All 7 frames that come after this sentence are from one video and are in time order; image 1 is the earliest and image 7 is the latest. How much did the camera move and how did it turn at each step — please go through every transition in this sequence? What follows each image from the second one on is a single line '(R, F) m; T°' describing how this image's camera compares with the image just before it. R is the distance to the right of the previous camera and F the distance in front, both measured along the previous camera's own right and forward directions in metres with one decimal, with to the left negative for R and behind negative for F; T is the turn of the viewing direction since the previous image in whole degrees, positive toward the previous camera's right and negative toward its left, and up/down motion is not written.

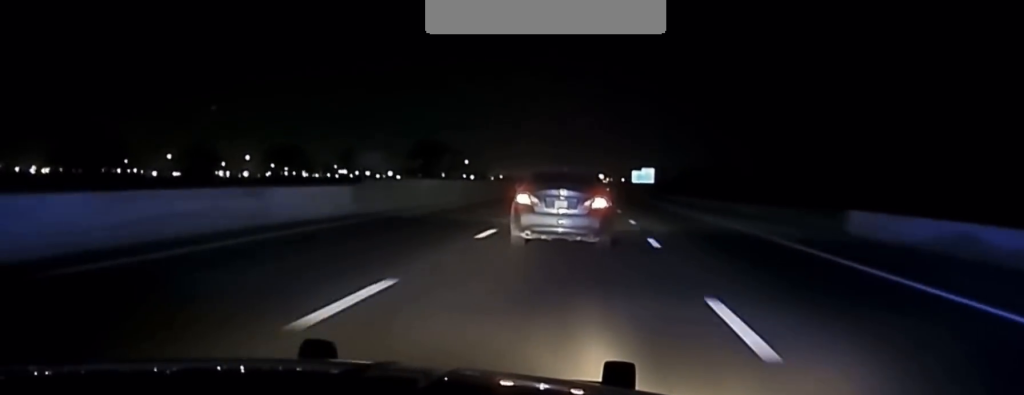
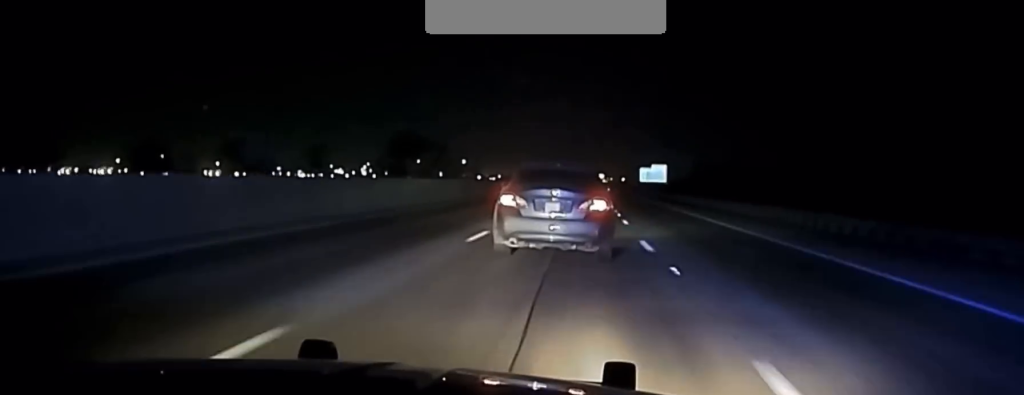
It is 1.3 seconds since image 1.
(+0.2, +42.1) m; 0°
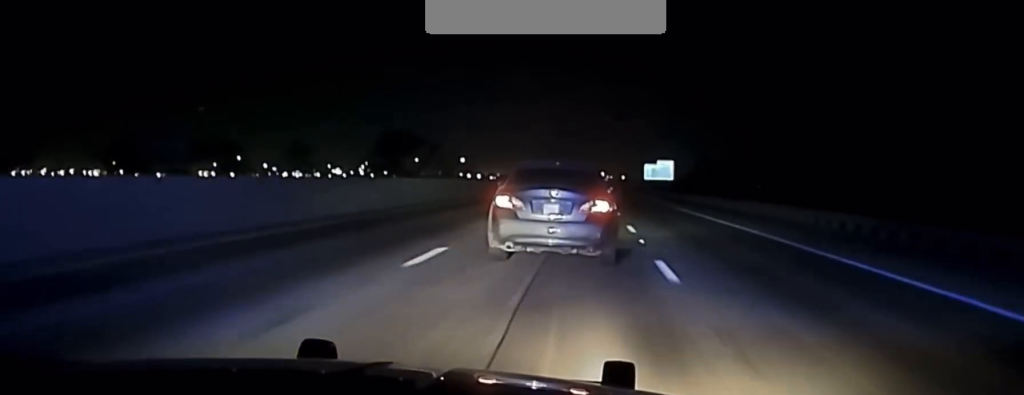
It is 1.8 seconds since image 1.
(-0.1, +20.8) m; 0°
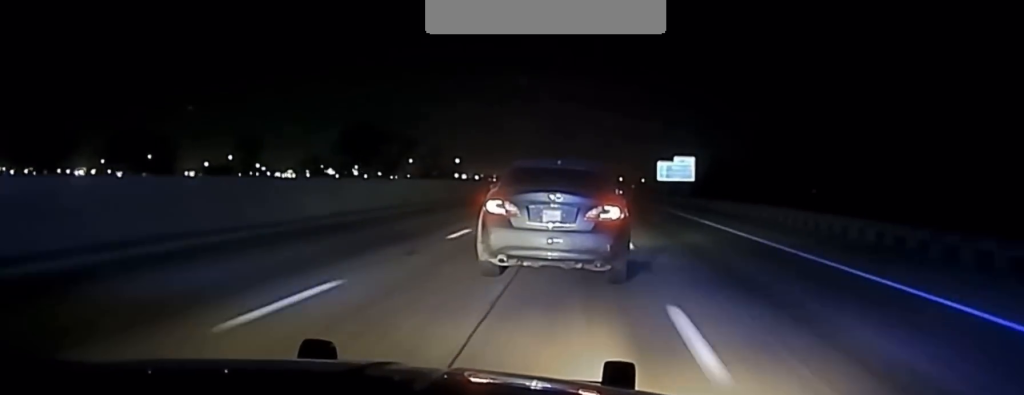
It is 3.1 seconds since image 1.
(+0.1, +44.6) m; +1°
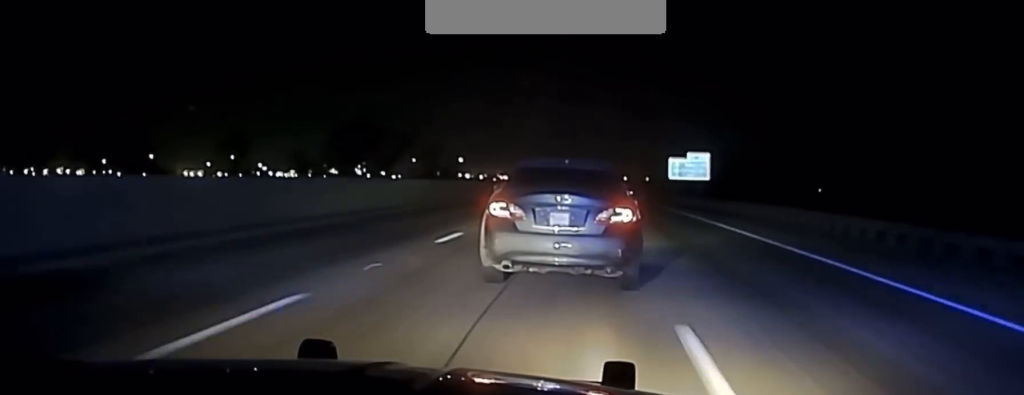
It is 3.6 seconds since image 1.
(+0.2, +14.1) m; 0°
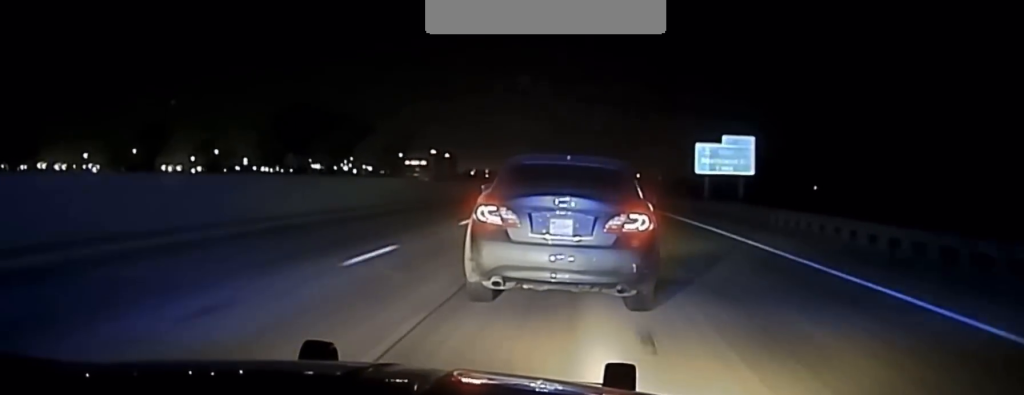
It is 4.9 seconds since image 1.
(+0.1, +43.5) m; 0°
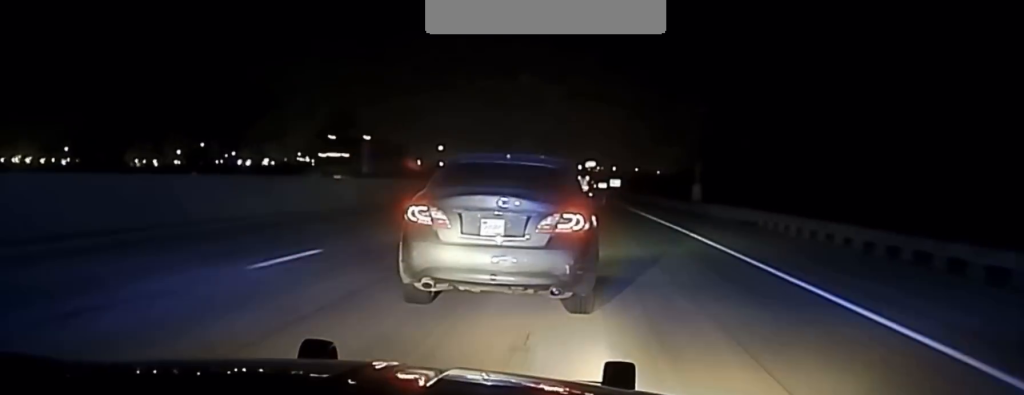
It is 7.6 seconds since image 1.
(-0.8, +75.9) m; 0°
